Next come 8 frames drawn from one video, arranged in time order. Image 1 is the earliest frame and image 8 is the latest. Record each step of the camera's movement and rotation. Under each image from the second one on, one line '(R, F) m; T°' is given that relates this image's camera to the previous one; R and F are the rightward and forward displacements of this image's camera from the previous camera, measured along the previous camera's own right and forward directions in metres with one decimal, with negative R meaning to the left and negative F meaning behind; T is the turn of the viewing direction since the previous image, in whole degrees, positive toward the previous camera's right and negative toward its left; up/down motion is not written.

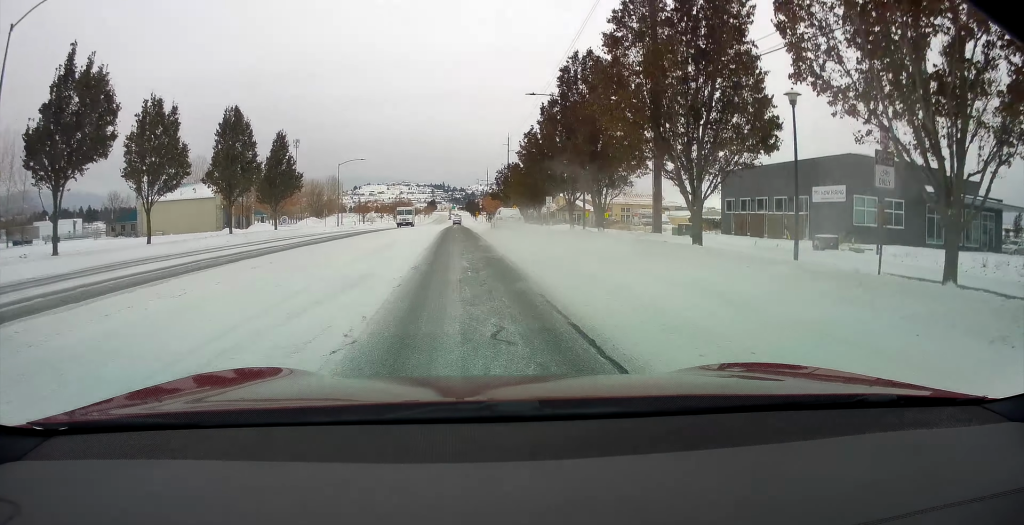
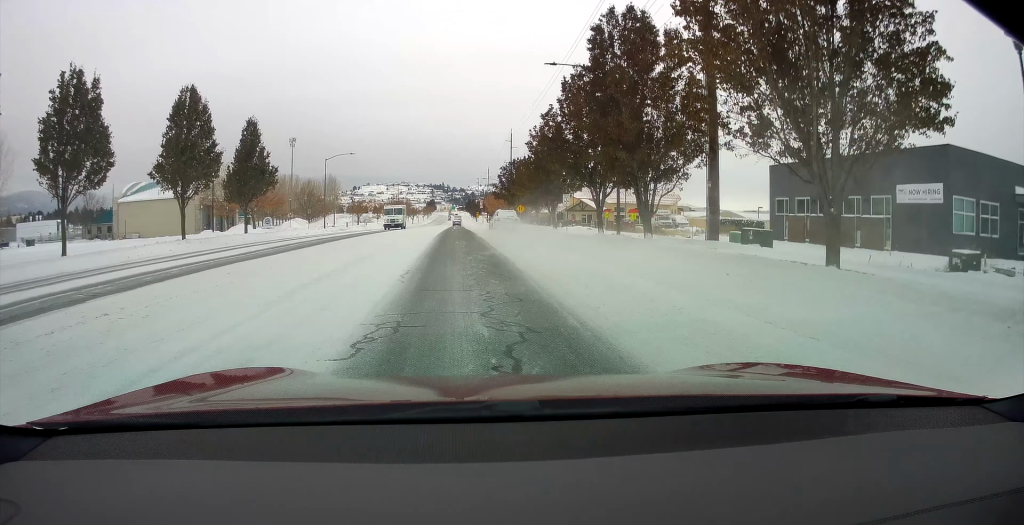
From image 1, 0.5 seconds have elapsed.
(-0.1, +8.4) m; 0°
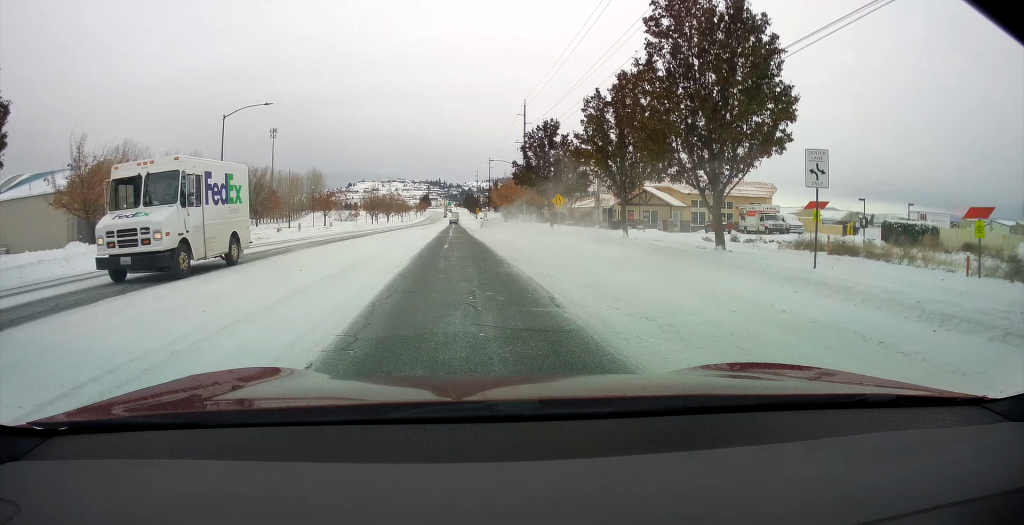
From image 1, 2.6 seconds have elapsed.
(+0.7, +32.5) m; +1°
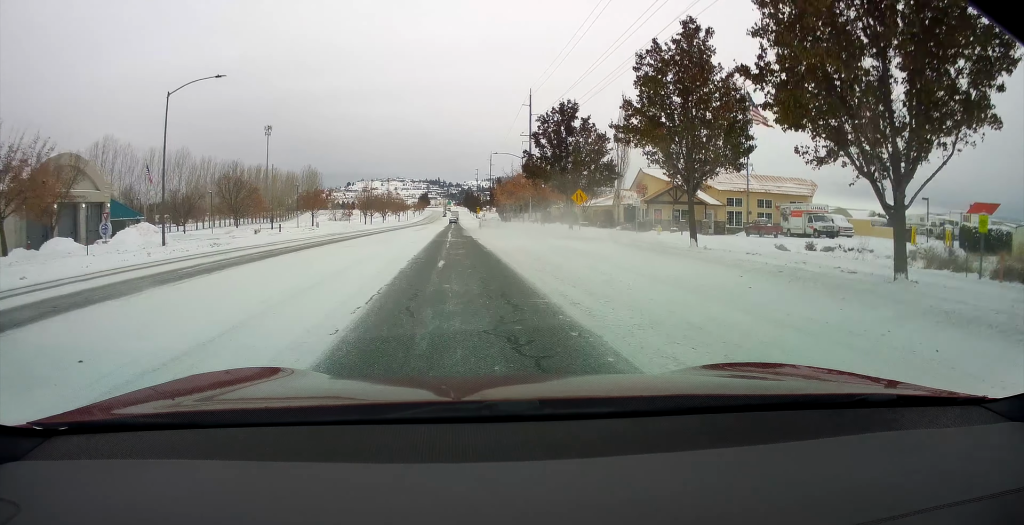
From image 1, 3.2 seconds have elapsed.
(+0.1, +9.0) m; -2°
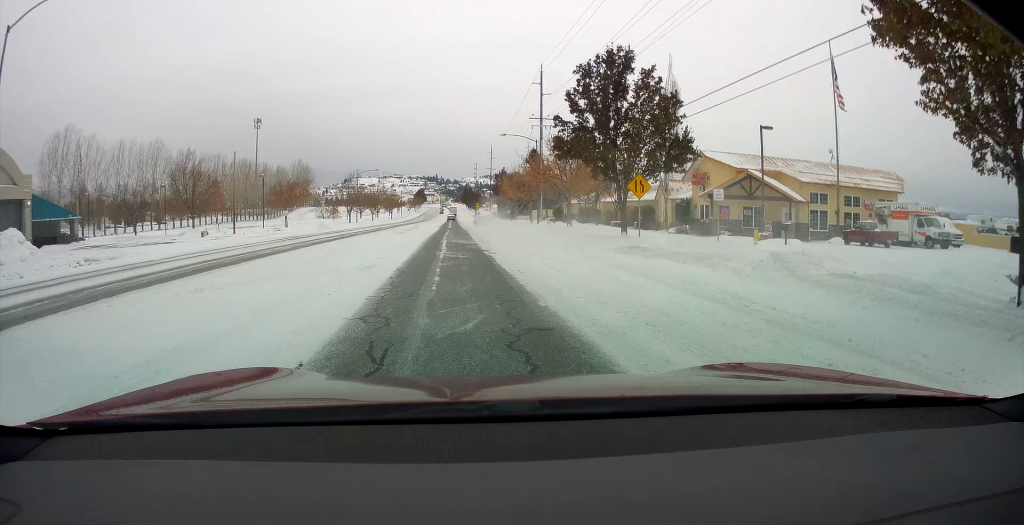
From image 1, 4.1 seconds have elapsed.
(-0.5, +14.1) m; -1°
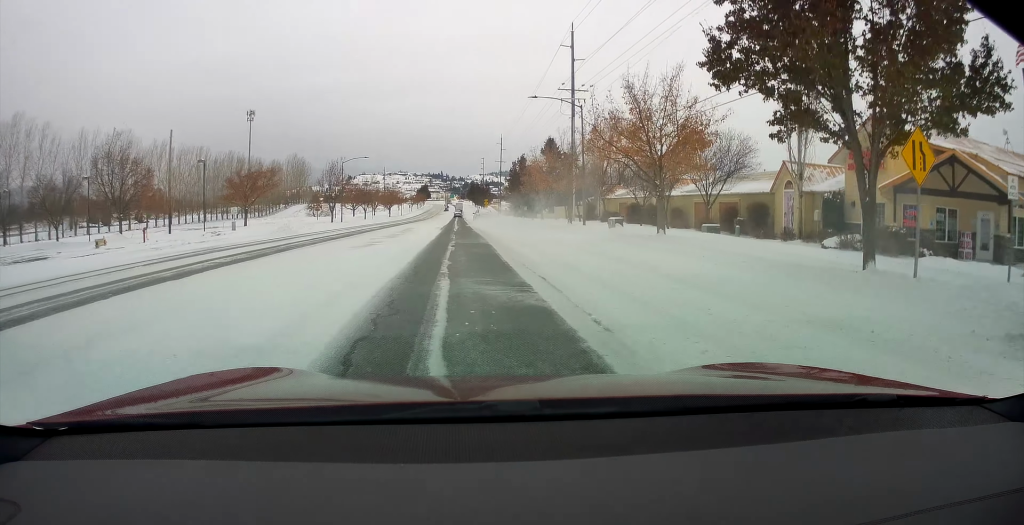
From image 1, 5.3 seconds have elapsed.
(+0.4, +18.3) m; +2°
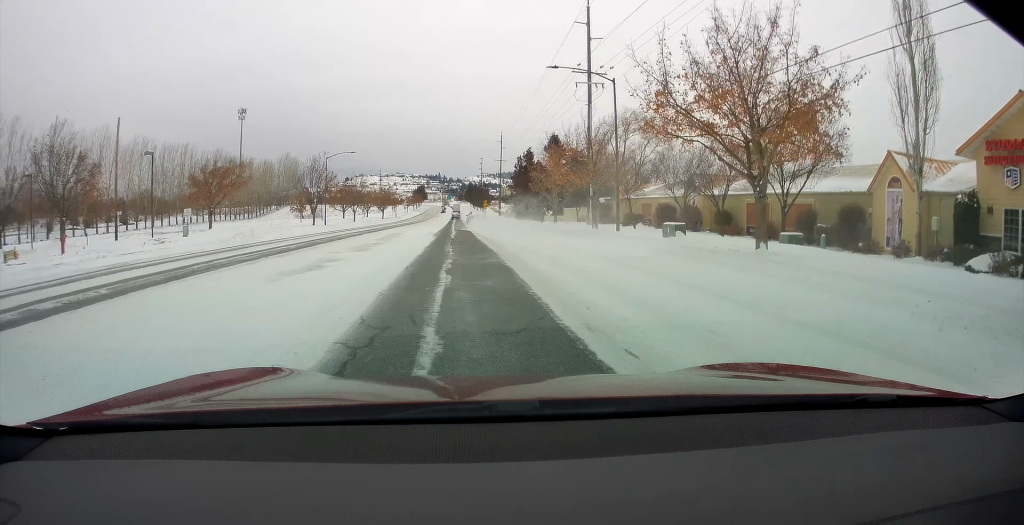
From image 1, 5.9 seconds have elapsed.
(+0.1, +8.8) m; 0°
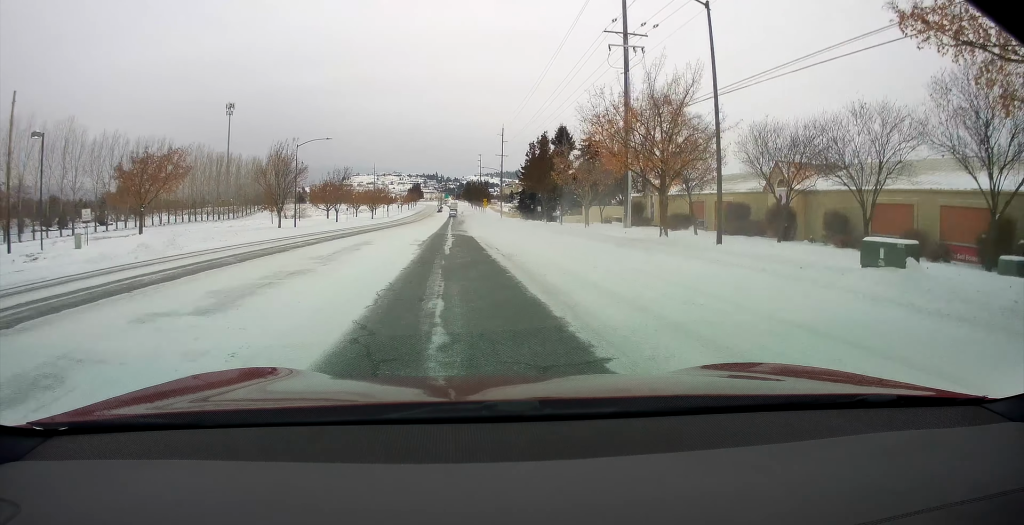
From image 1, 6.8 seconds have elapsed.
(0.0, +13.3) m; 0°
